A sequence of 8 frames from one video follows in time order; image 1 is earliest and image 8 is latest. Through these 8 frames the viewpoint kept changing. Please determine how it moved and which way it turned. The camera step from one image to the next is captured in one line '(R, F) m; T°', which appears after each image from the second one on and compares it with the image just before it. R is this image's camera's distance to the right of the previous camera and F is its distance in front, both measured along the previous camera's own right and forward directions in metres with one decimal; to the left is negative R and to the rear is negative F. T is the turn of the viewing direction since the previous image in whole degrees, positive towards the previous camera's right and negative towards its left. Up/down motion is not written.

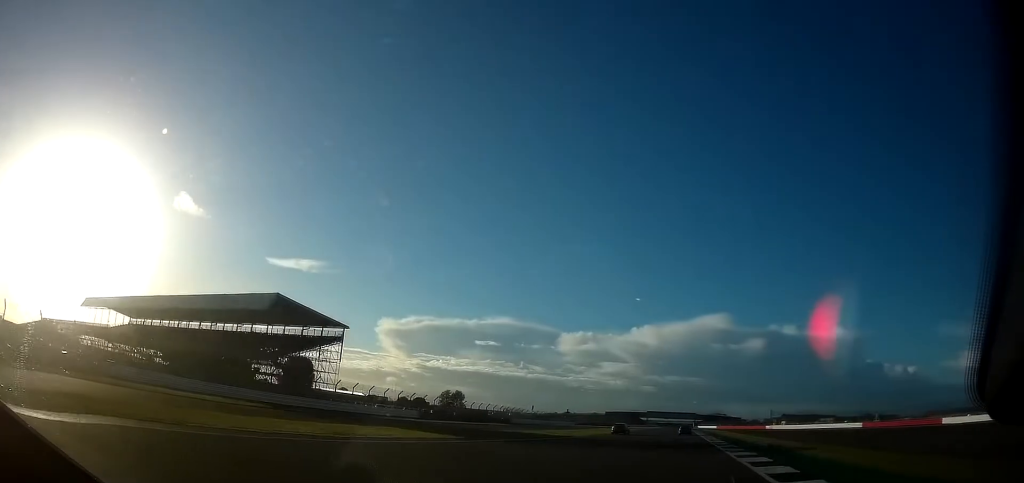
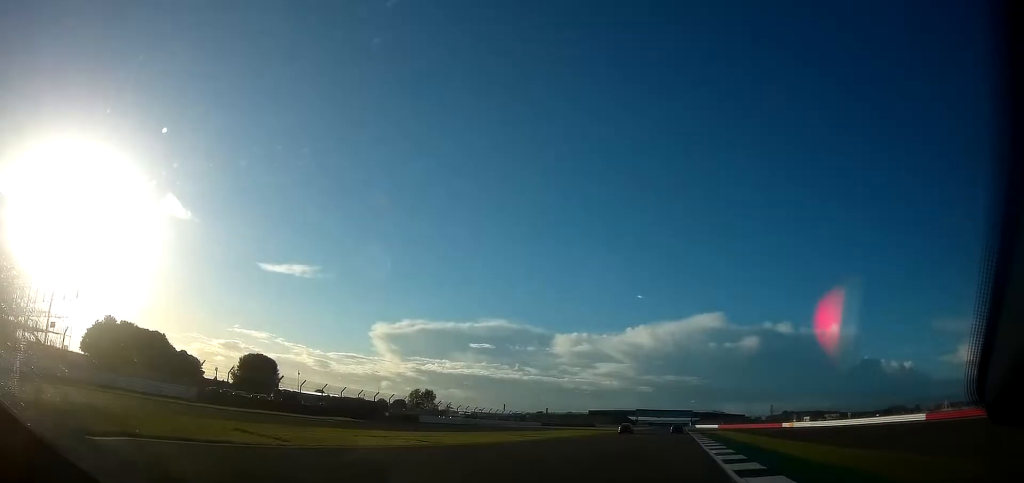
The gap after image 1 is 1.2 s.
(+3.0, +46.3) m; +2°
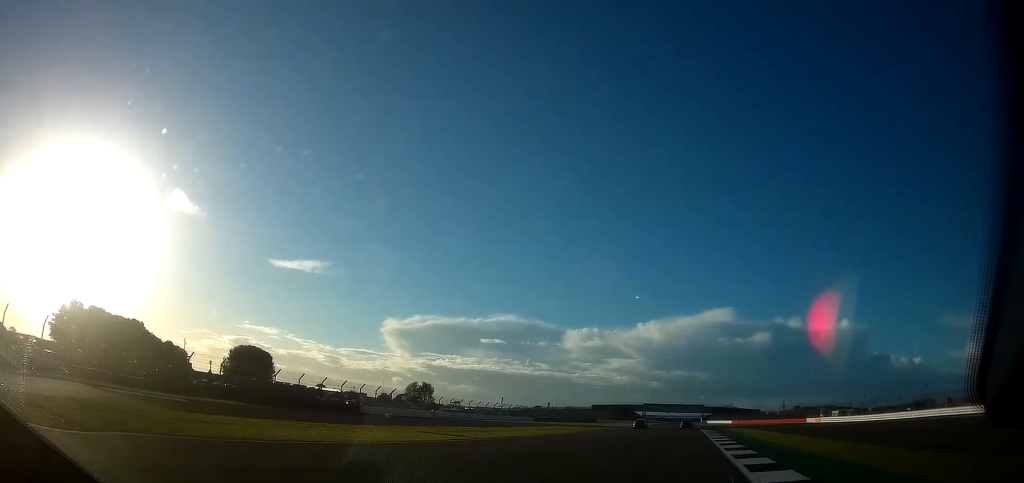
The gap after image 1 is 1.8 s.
(-0.4, +20.4) m; -1°
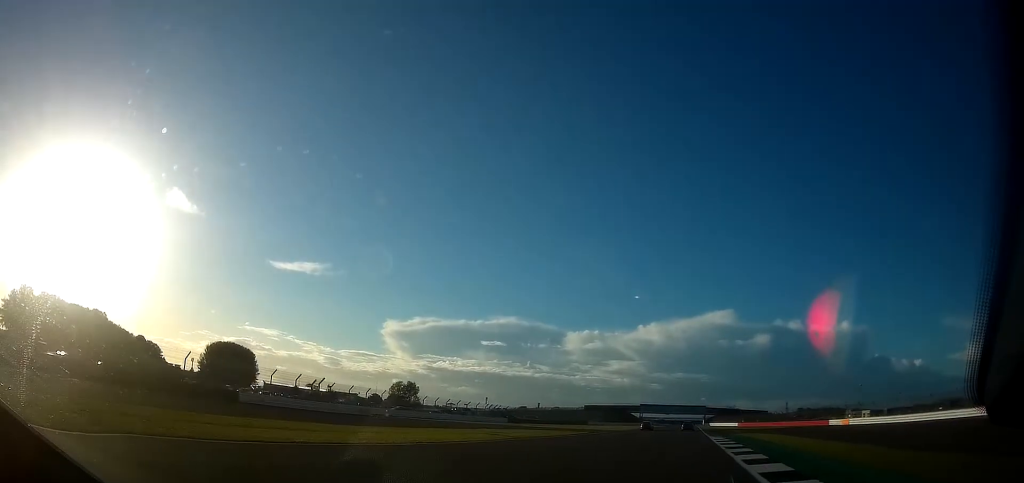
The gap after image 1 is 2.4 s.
(0.0, +24.2) m; -1°
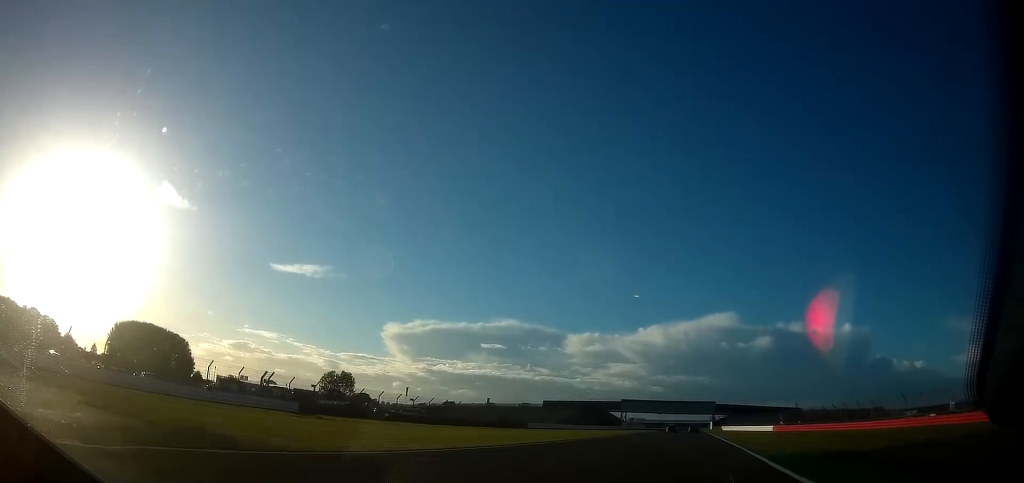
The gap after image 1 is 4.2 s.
(-1.5, +79.1) m; -1°
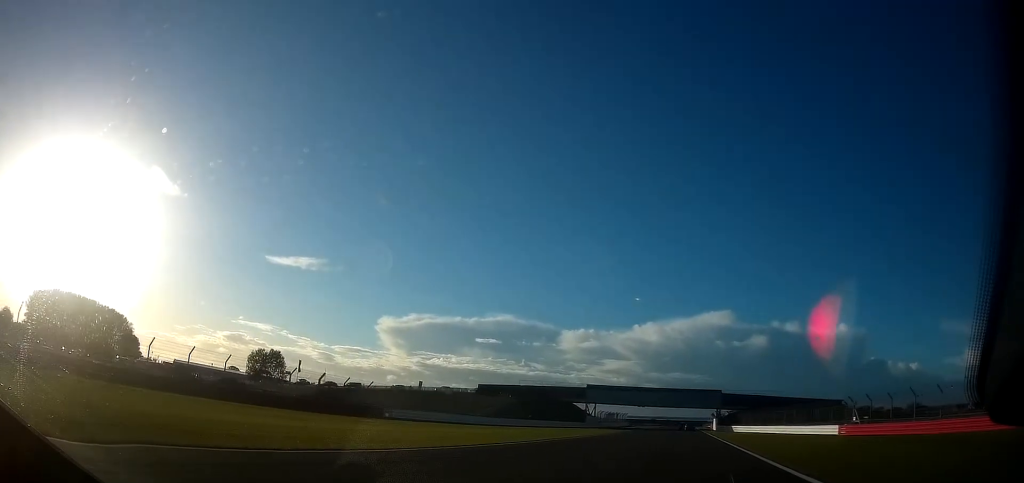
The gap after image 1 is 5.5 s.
(+0.4, +55.0) m; 0°
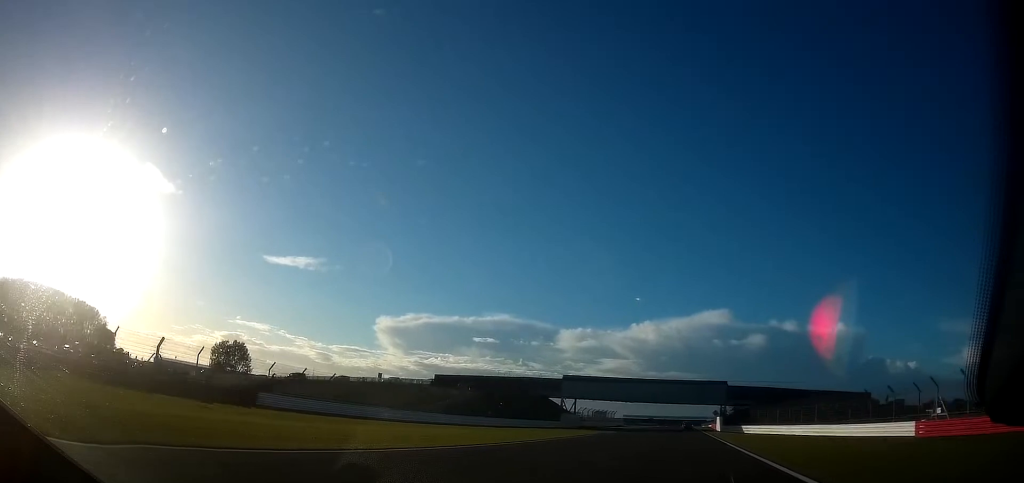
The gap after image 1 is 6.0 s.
(+0.1, +21.6) m; 0°
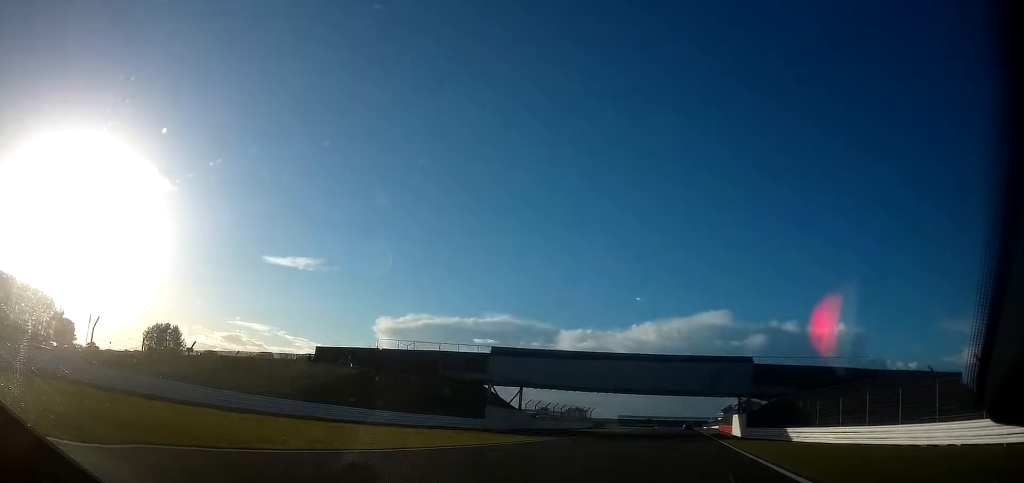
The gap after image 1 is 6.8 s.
(-0.2, +38.2) m; +1°
